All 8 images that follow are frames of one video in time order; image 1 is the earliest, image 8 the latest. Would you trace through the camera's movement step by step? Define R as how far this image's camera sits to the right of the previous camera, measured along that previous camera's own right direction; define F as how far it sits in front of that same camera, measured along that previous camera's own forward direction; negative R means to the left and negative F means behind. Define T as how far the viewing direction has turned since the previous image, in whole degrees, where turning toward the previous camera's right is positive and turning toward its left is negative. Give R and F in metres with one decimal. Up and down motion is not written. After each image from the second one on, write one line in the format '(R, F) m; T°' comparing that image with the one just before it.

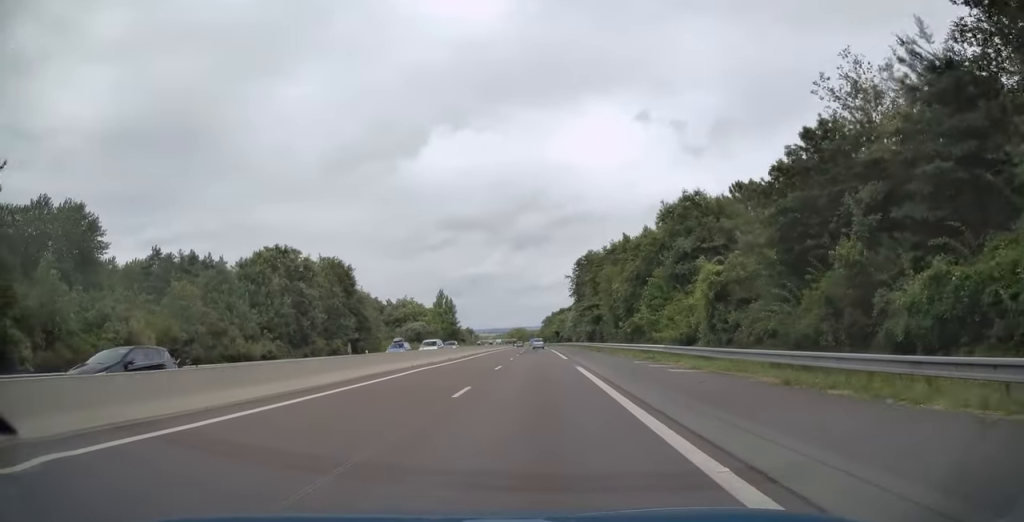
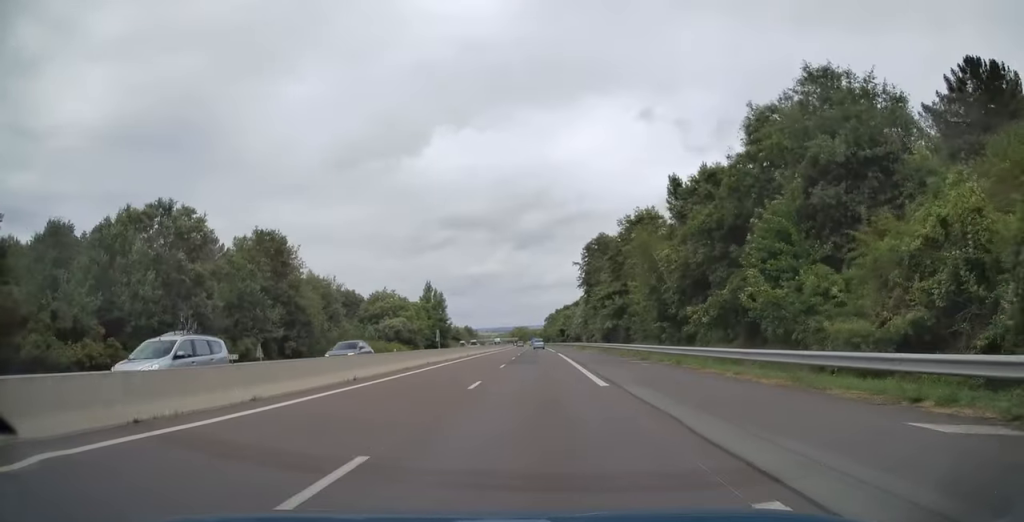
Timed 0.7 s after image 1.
(-0.1, +23.3) m; 0°
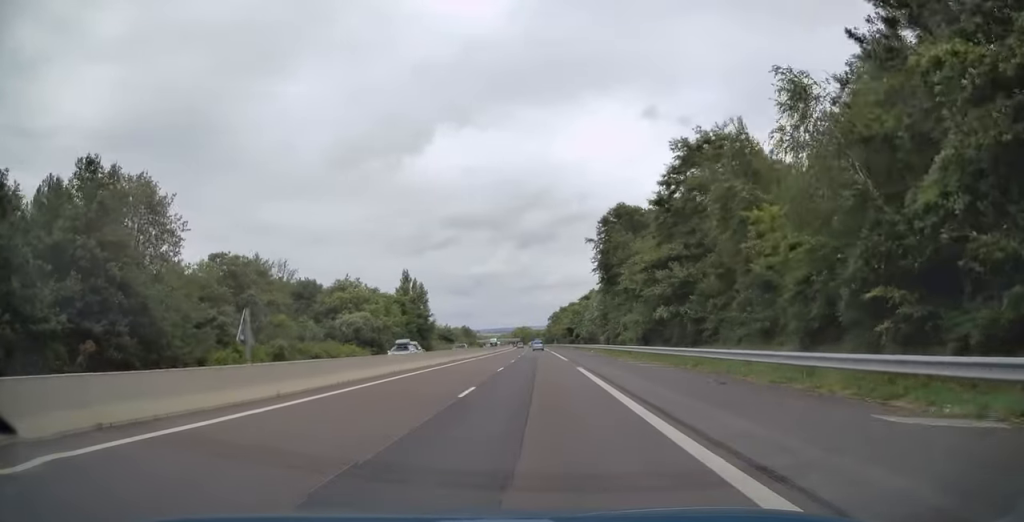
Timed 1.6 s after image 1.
(+0.2, +28.2) m; 0°
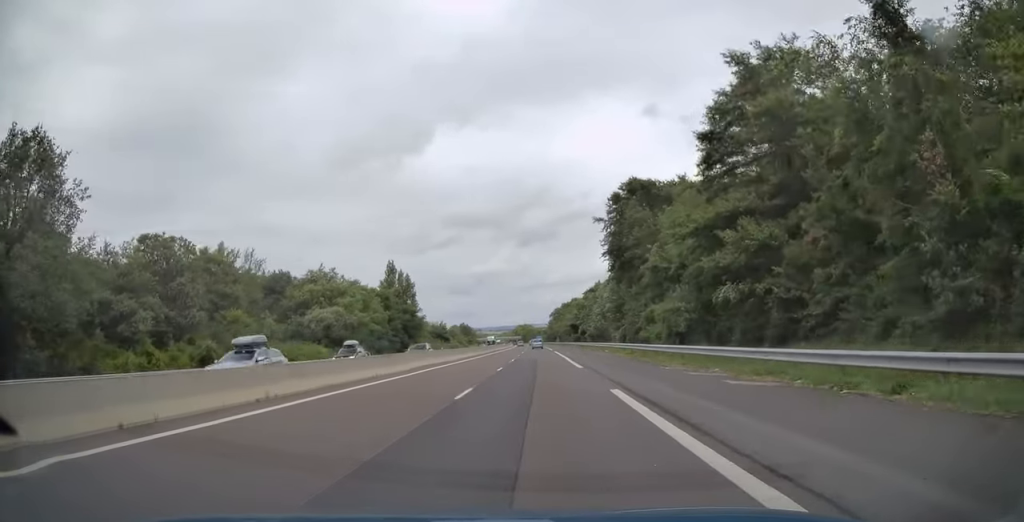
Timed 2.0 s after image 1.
(+0.1, +13.6) m; 0°
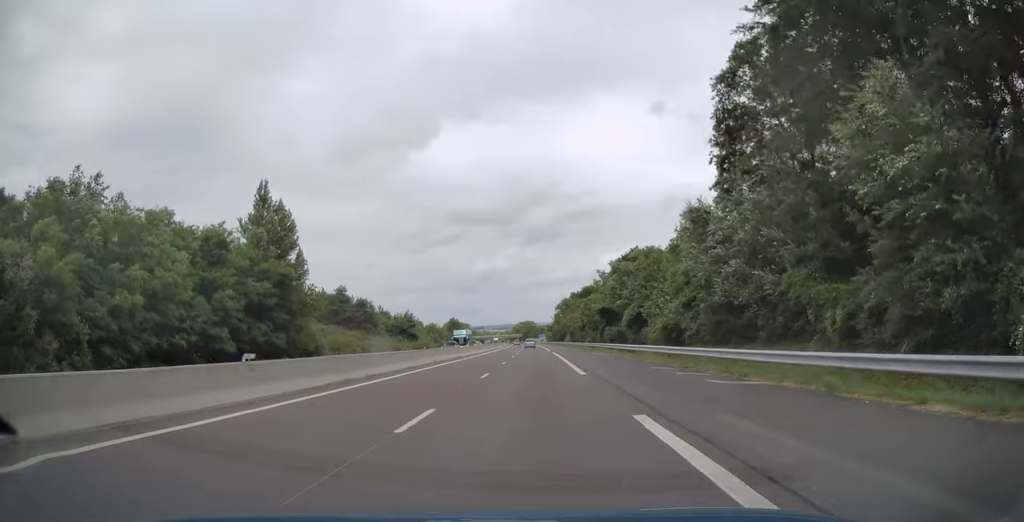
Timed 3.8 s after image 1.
(-0.7, +56.9) m; -1°
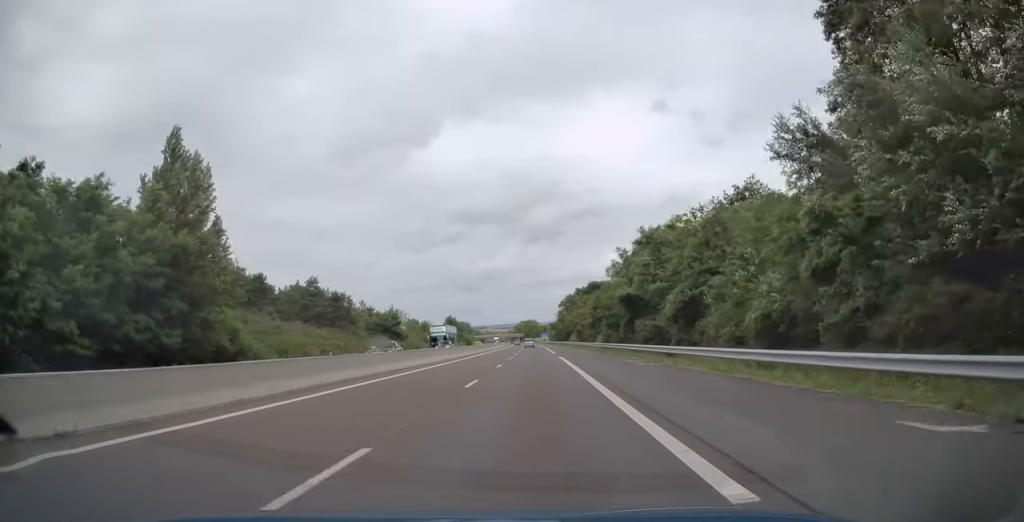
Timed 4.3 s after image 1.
(-0.1, +17.3) m; 0°
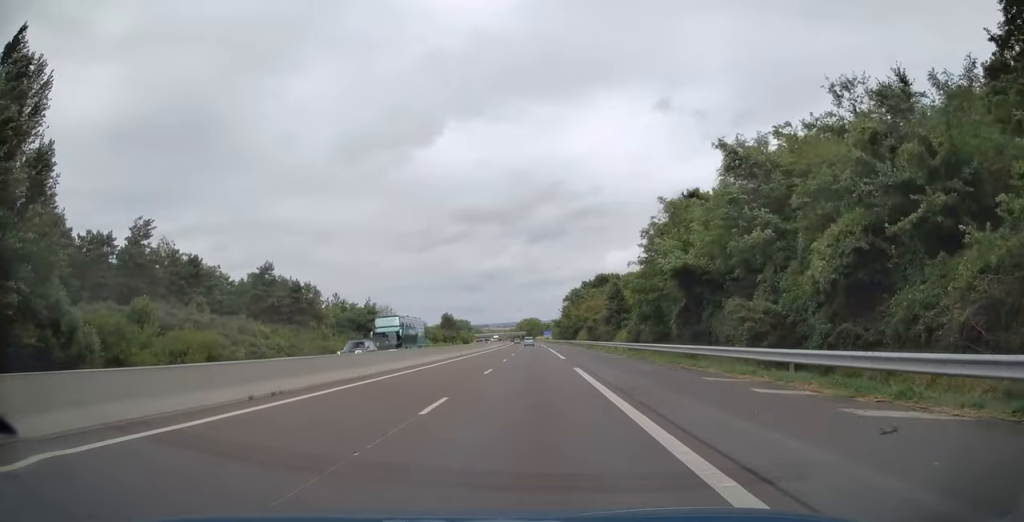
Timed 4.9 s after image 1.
(-0.2, +19.4) m; 0°
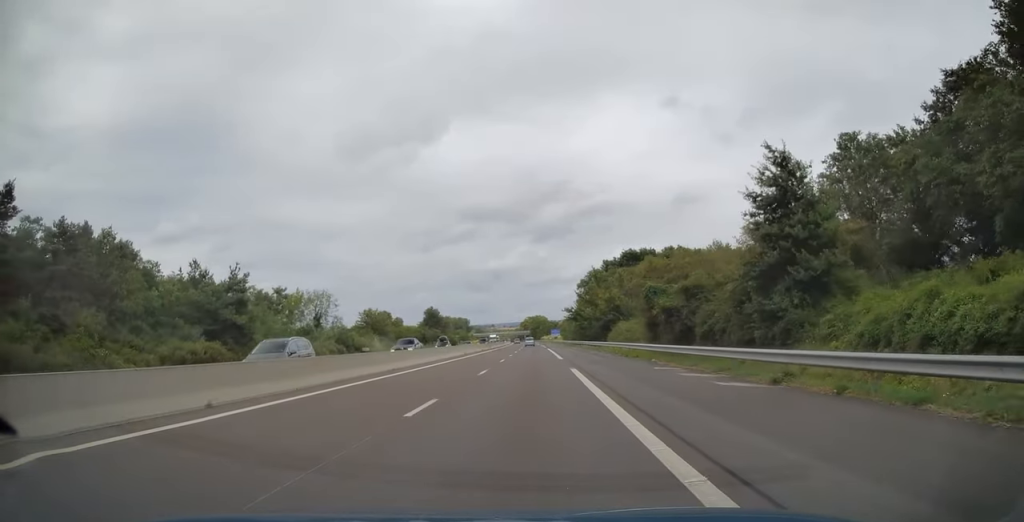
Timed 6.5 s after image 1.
(+0.1, +51.8) m; 0°
